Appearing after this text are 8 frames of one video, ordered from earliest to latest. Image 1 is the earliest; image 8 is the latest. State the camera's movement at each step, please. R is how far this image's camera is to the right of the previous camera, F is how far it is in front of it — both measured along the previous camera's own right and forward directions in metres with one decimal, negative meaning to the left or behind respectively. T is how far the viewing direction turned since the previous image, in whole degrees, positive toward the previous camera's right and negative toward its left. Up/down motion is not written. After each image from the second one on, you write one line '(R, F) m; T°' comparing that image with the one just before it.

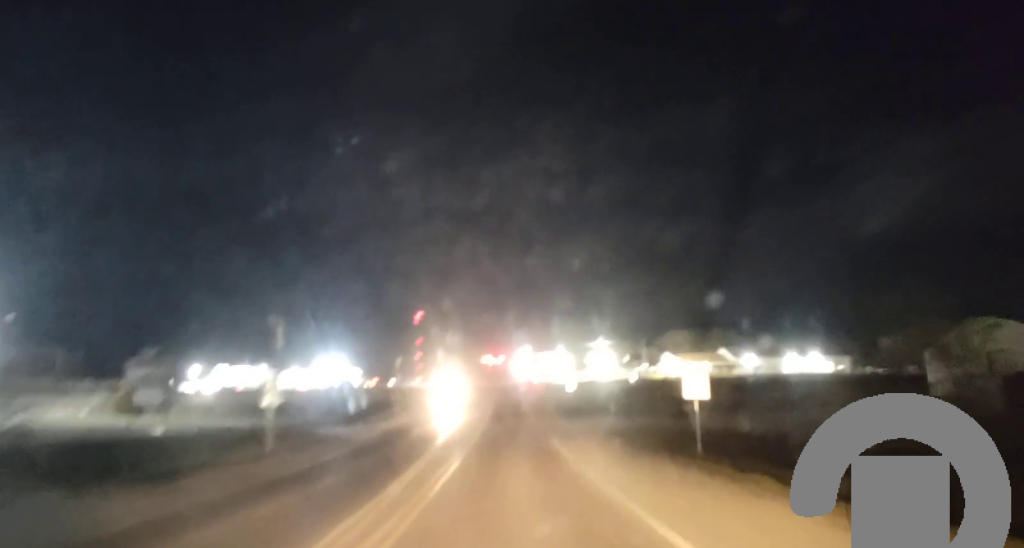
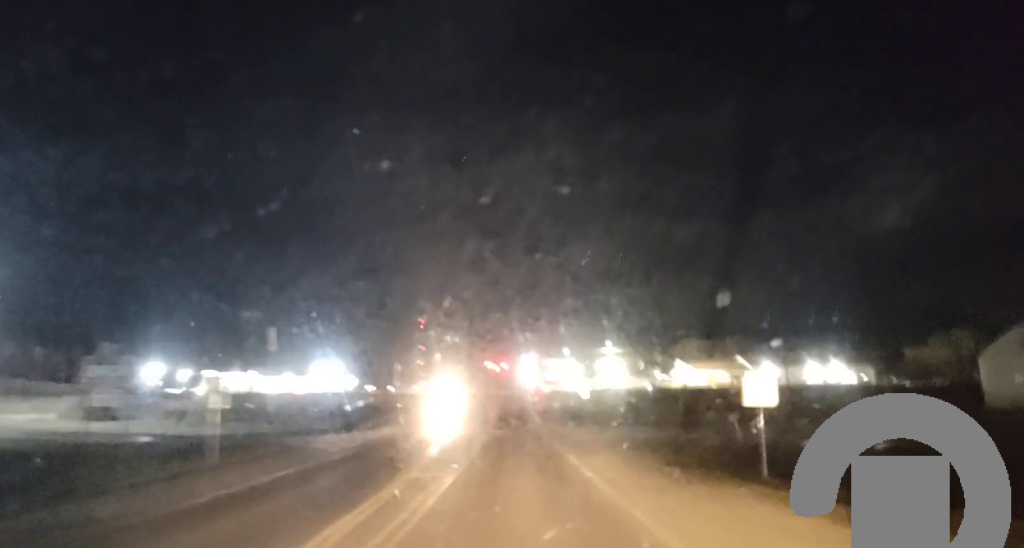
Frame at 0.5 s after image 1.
(0.0, +7.8) m; 0°
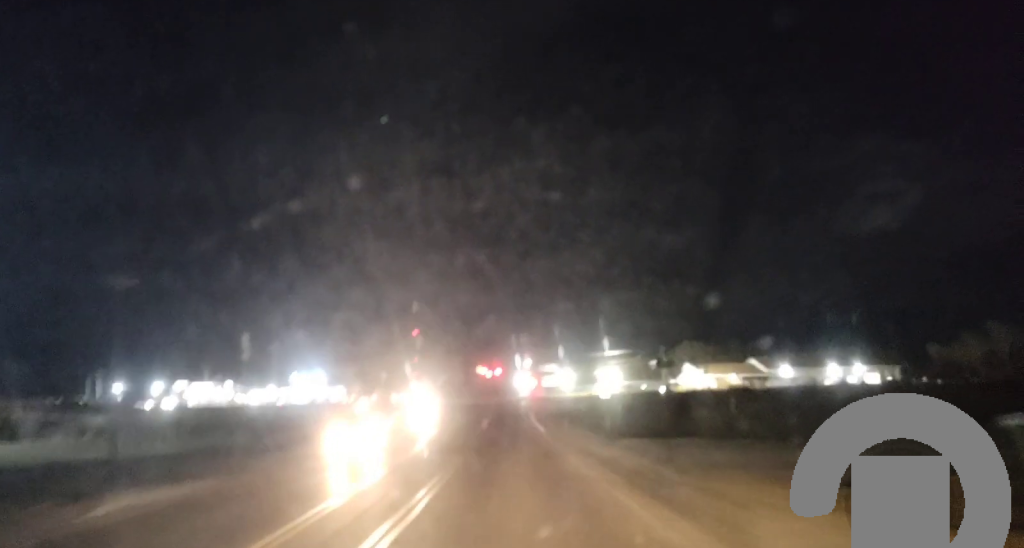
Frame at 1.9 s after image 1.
(-0.1, +21.5) m; 0°
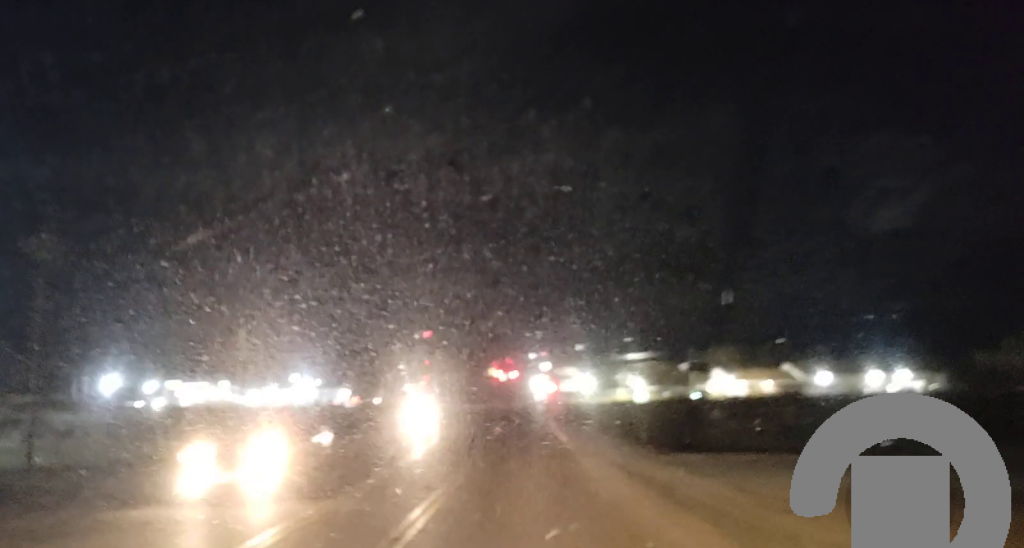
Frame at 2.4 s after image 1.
(-0.1, +7.7) m; +1°
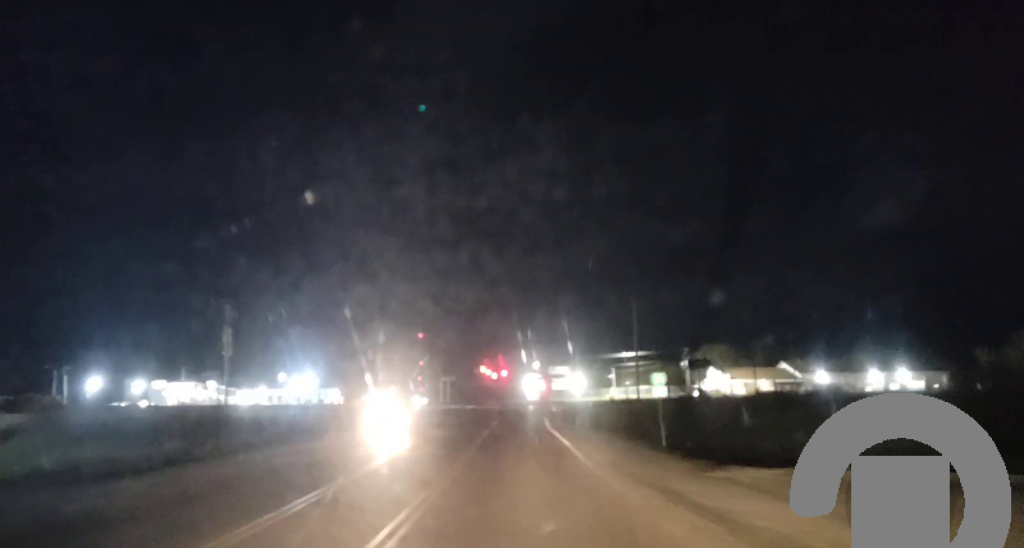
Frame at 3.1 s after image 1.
(+0.3, +9.3) m; +1°
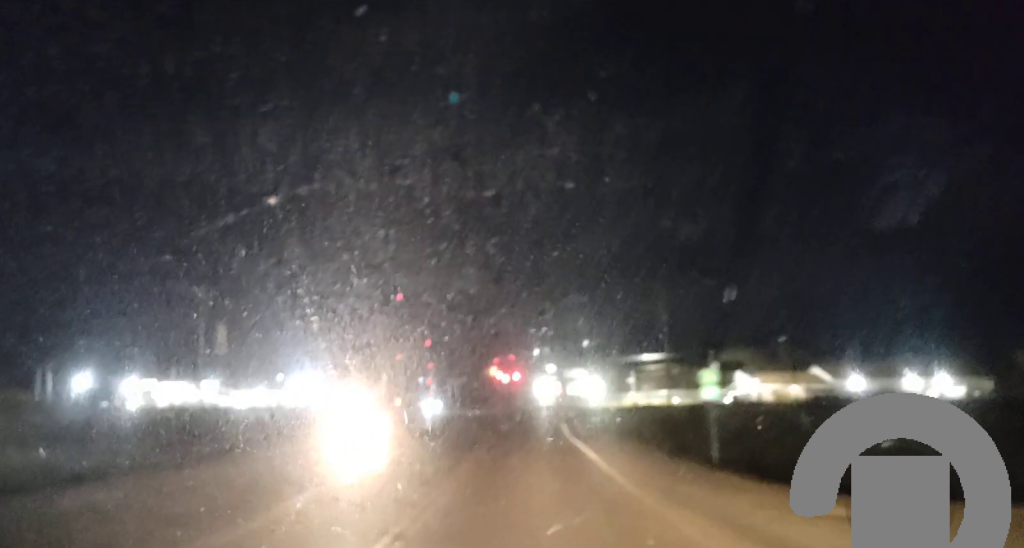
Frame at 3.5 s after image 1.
(+0.1, +6.8) m; 0°
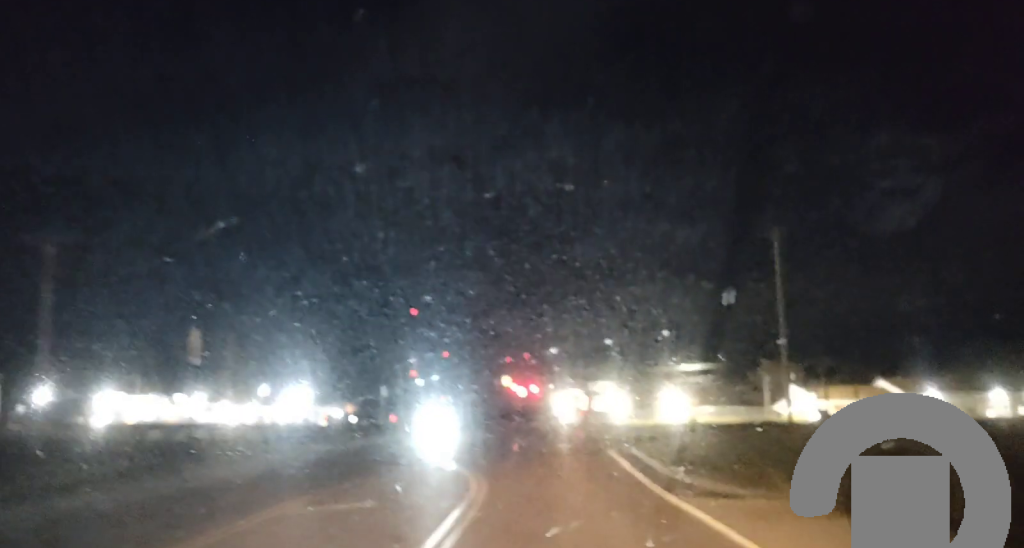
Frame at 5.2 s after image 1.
(-0.9, +24.6) m; -3°
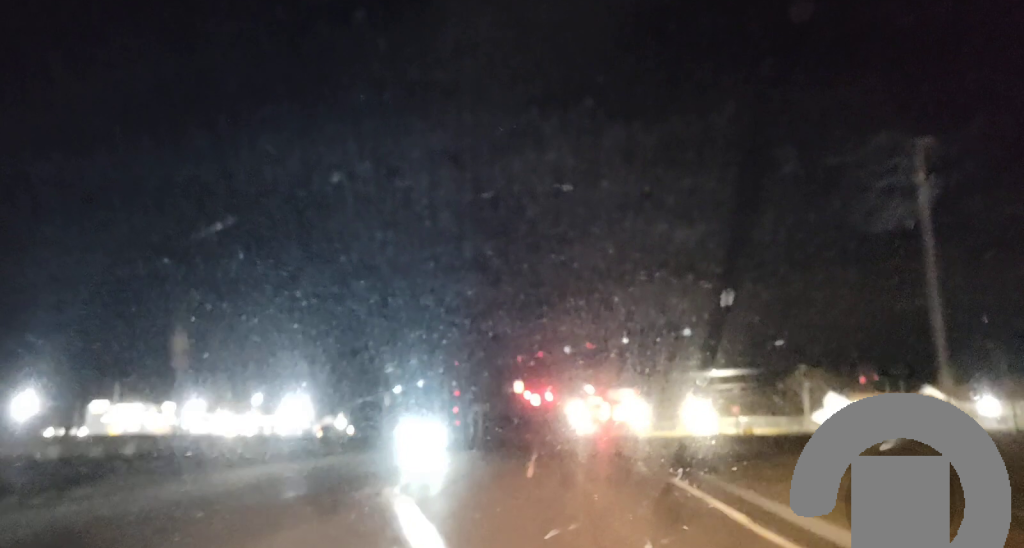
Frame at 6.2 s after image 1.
(0.0, +13.4) m; 0°
